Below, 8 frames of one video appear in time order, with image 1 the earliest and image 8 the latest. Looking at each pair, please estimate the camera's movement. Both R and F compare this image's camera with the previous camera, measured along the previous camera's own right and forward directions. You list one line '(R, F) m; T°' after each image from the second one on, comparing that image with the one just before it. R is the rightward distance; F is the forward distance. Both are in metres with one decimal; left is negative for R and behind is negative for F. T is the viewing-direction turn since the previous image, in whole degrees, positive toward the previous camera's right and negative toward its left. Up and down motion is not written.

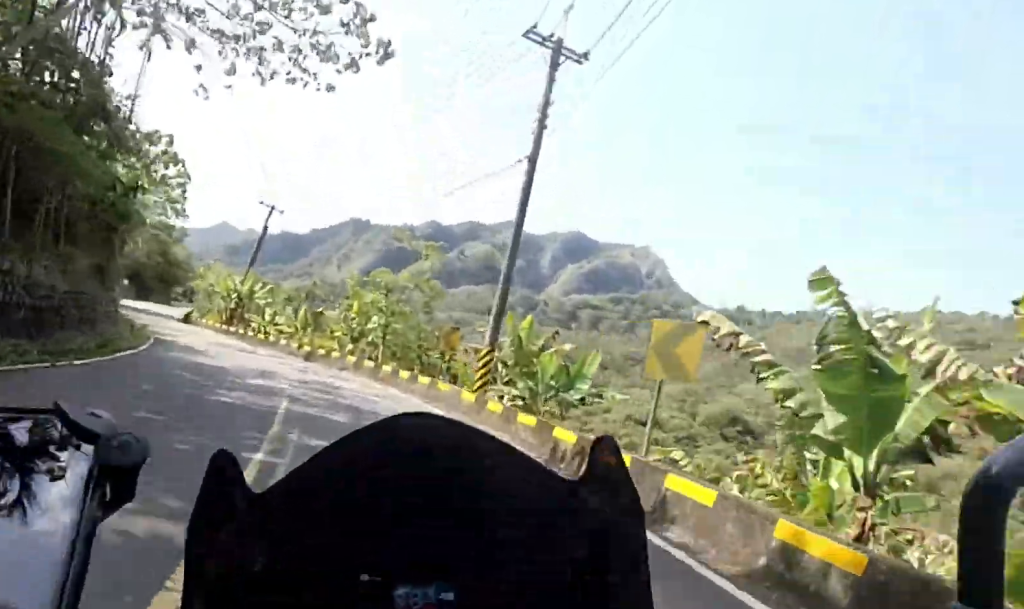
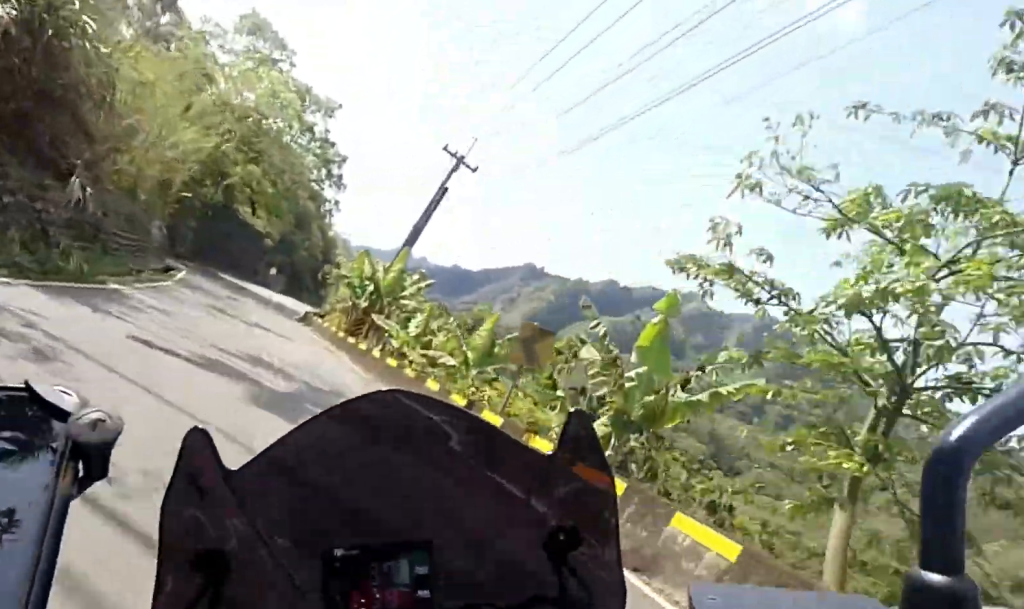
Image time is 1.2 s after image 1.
(-2.0, +19.5) m; -14°
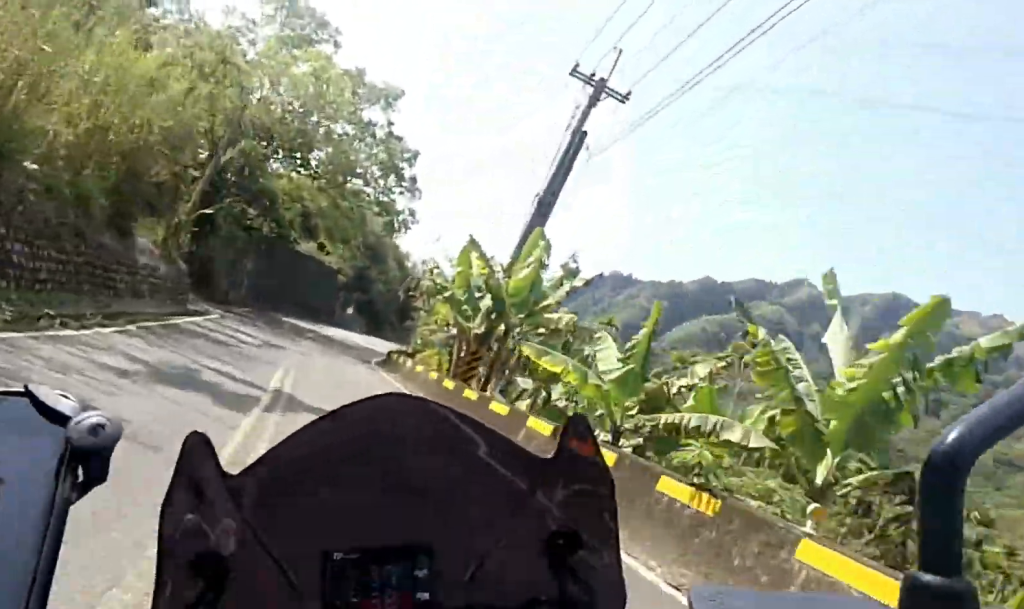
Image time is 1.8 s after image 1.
(-1.2, +10.1) m; -5°
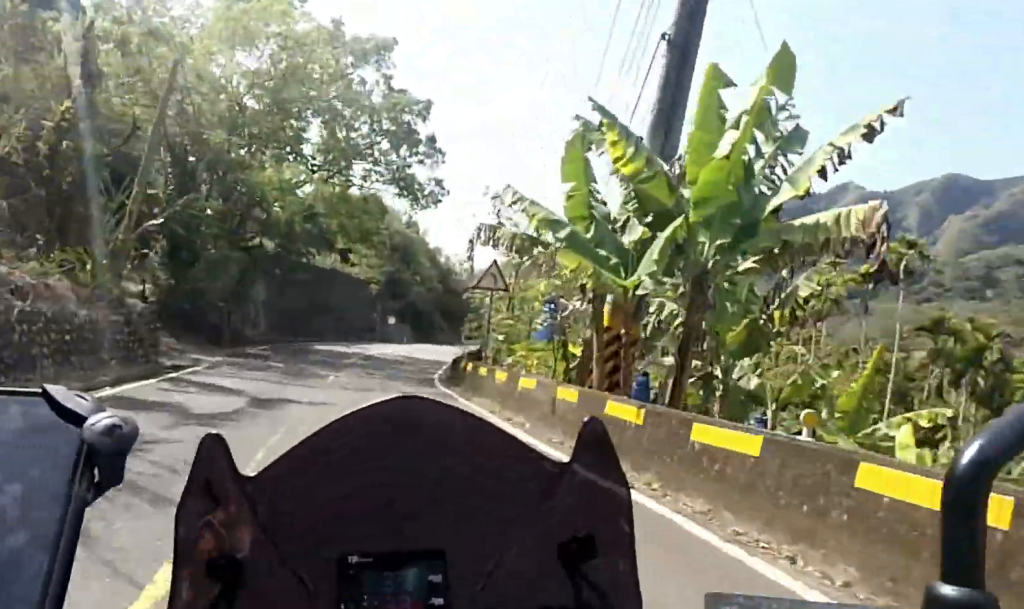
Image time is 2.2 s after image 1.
(-0.2, +7.3) m; -1°
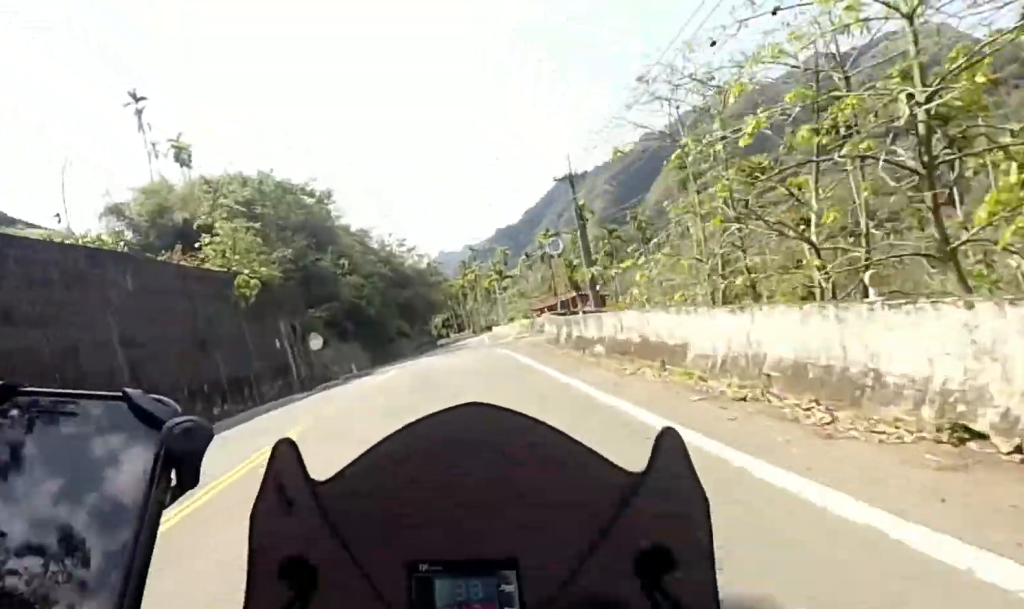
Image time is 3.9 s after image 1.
(+1.8, +31.3) m; +8°
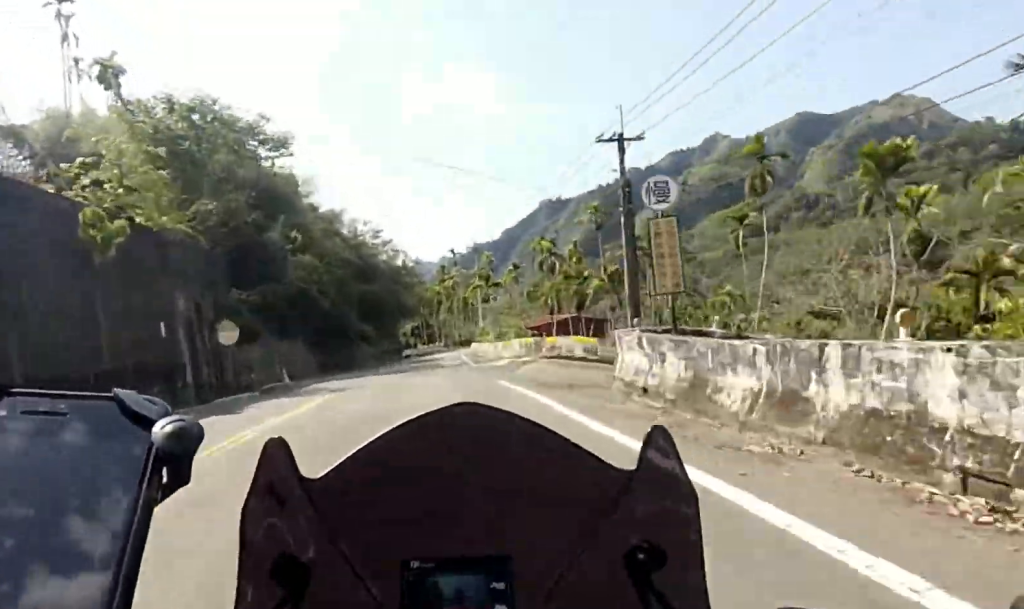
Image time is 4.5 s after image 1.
(+0.2, +10.2) m; 0°
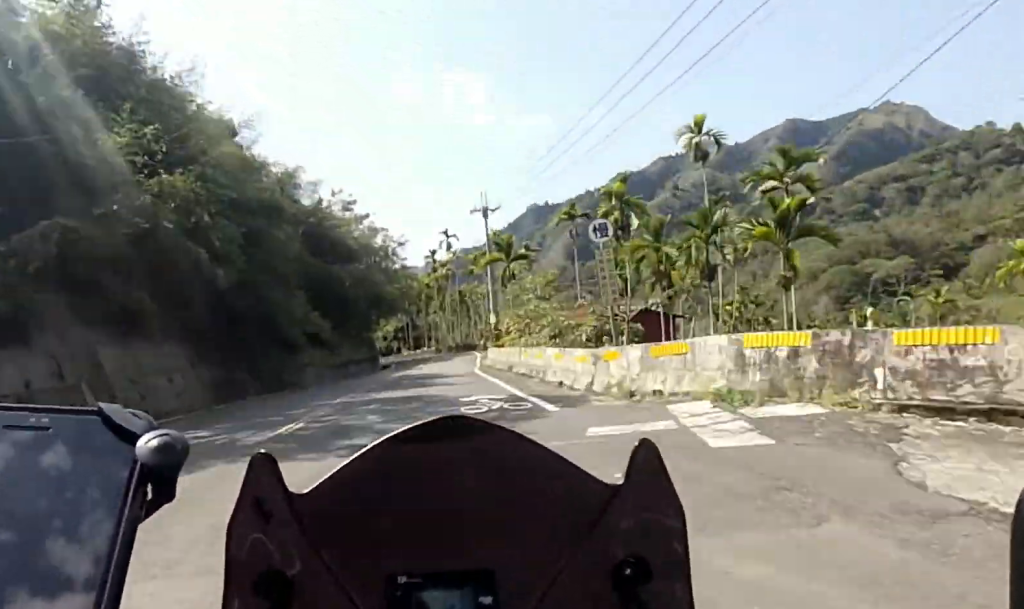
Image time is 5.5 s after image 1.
(-0.1, +18.2) m; +2°
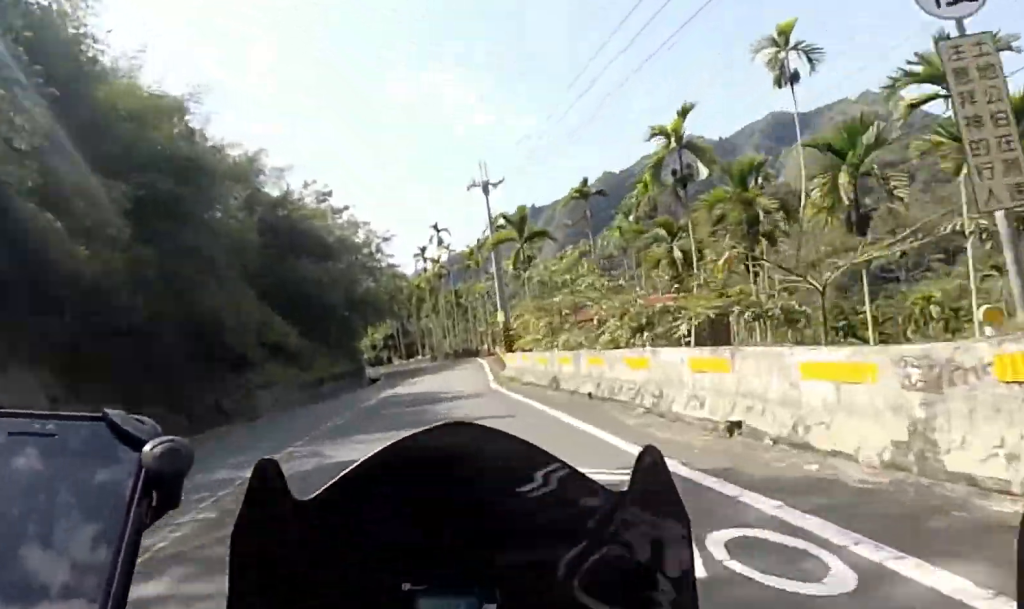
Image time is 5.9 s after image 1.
(-0.4, +7.7) m; +2°
